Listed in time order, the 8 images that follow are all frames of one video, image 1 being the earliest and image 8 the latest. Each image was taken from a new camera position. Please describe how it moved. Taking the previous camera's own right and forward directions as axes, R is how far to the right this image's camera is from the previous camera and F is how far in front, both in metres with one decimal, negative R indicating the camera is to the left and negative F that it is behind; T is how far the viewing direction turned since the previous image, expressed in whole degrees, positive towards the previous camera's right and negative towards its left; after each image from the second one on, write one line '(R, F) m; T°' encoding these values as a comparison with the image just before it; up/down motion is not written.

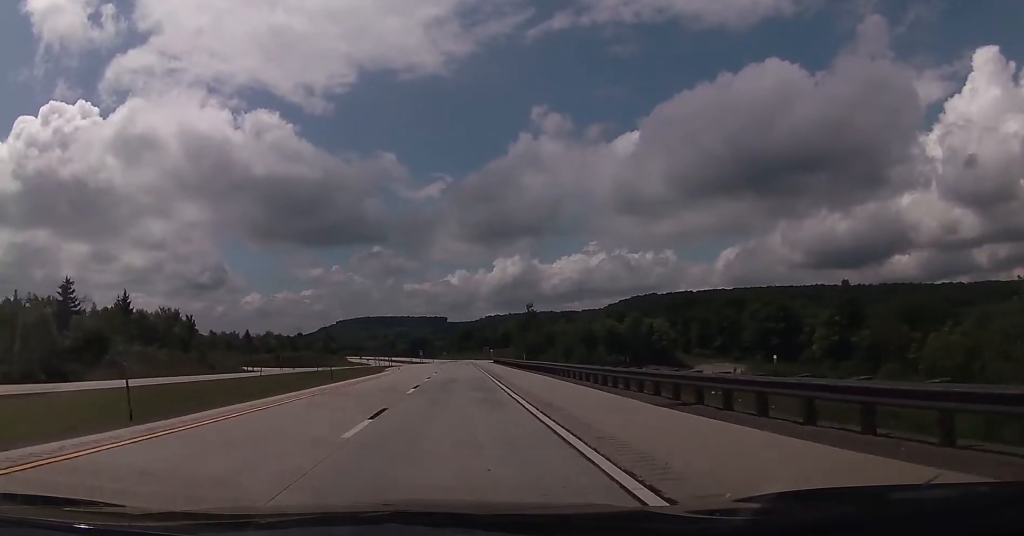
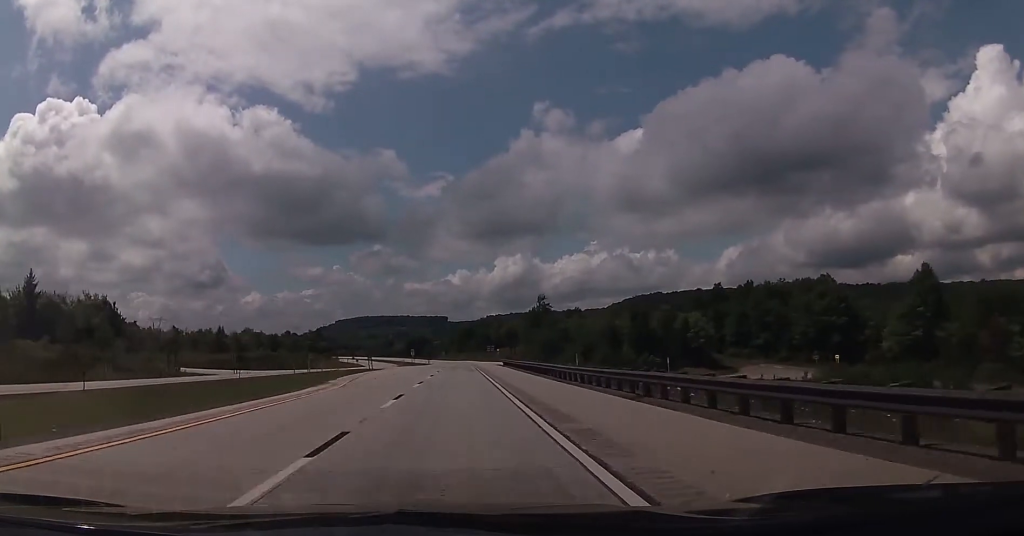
(0.0, +29.8) m; 0°
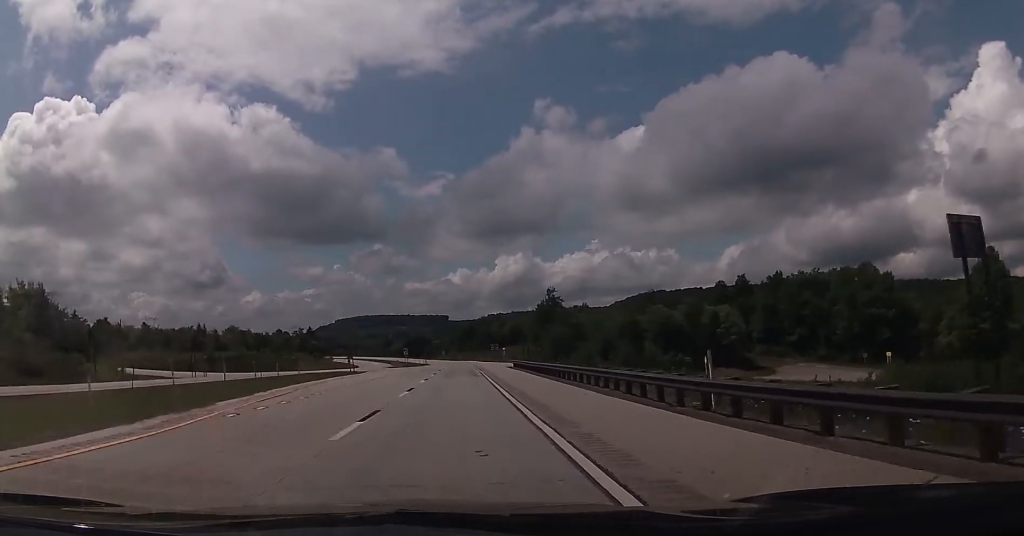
(0.0, +18.7) m; 0°
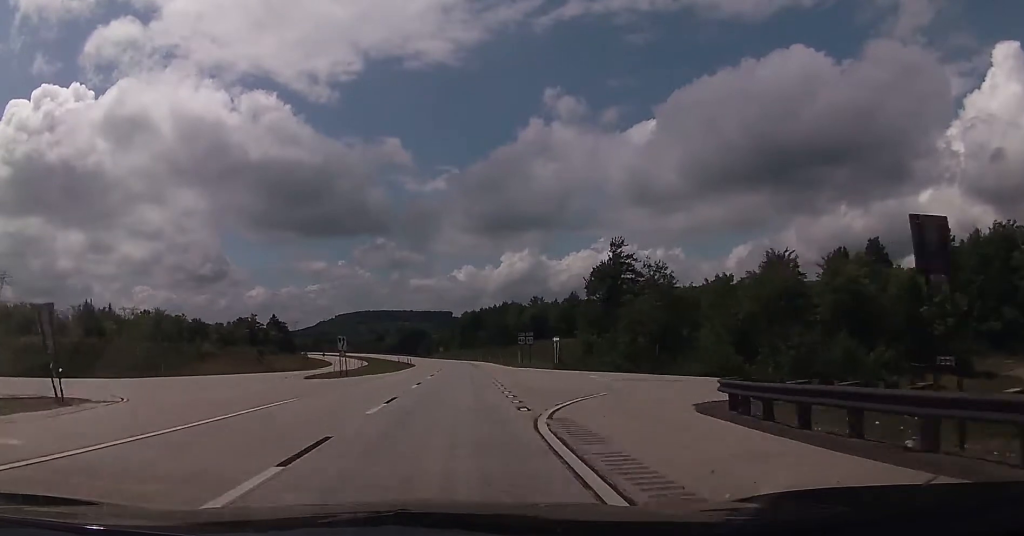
(-0.2, +67.2) m; -1°
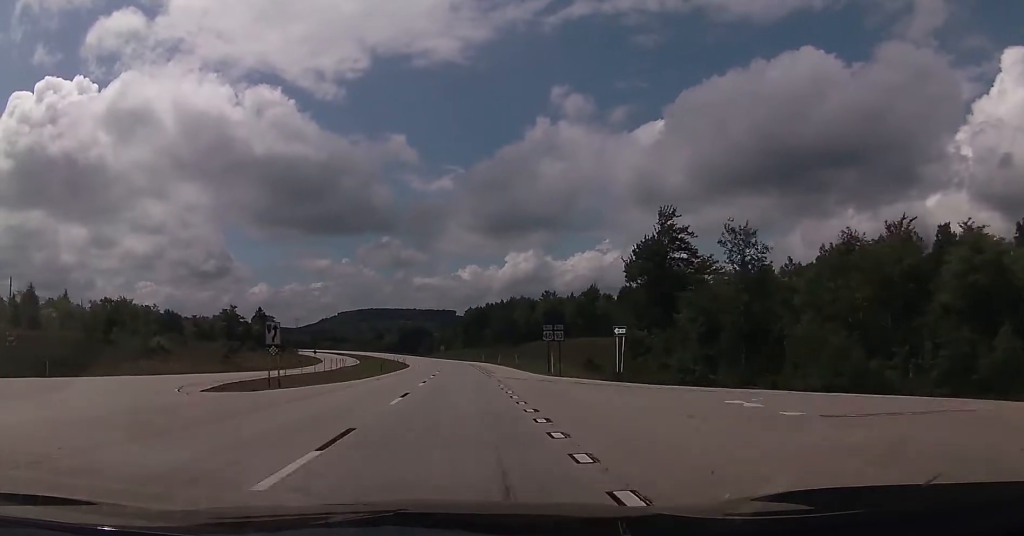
(-0.2, +22.0) m; 0°
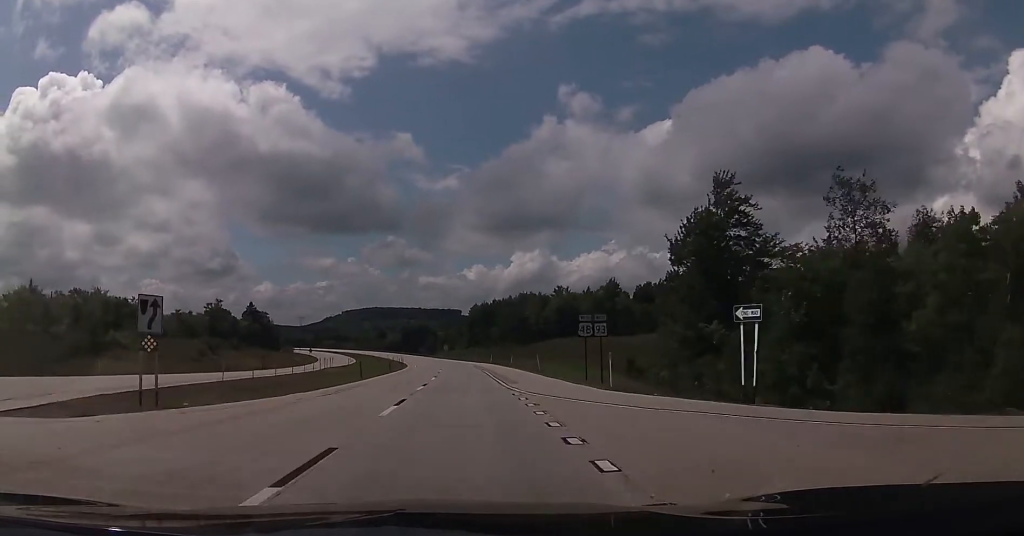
(0.0, +15.4) m; 0°
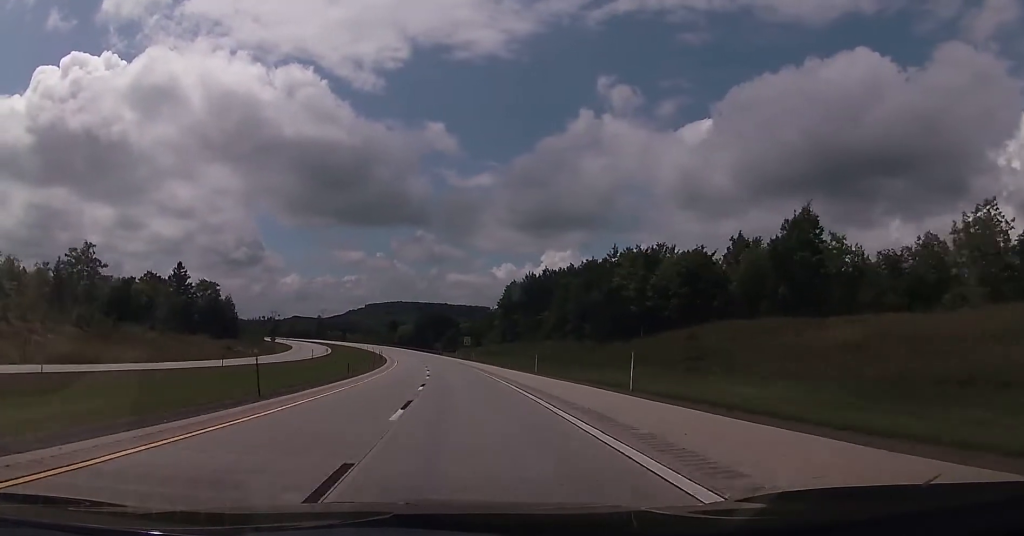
(-0.6, +74.8) m; -1°
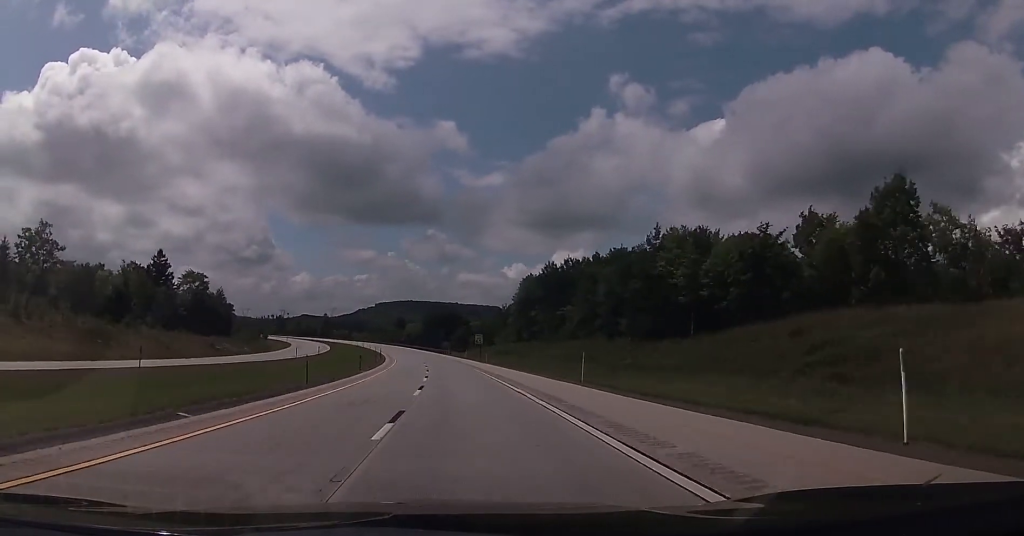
(+0.1, +15.4) m; -1°
